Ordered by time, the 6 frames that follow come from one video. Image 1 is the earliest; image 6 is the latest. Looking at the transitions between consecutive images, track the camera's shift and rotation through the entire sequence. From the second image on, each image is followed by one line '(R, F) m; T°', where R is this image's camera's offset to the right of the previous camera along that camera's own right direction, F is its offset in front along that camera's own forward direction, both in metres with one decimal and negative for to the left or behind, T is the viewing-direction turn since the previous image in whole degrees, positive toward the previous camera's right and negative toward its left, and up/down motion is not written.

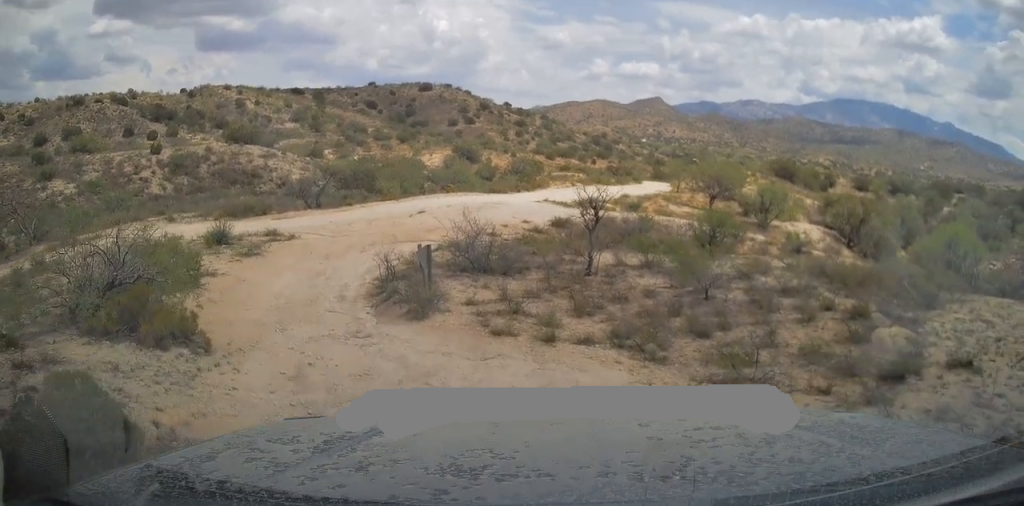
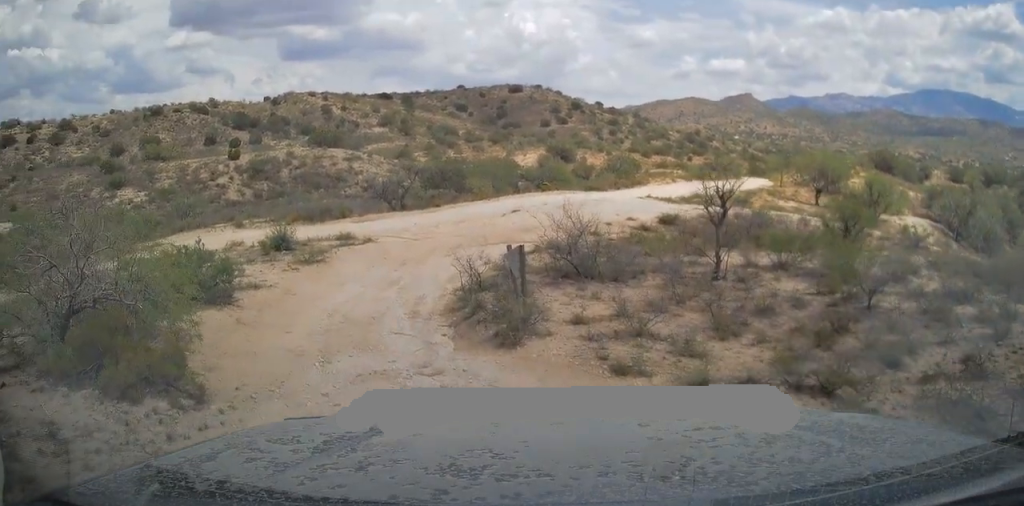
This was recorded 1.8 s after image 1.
(-0.2, +3.1) m; -4°
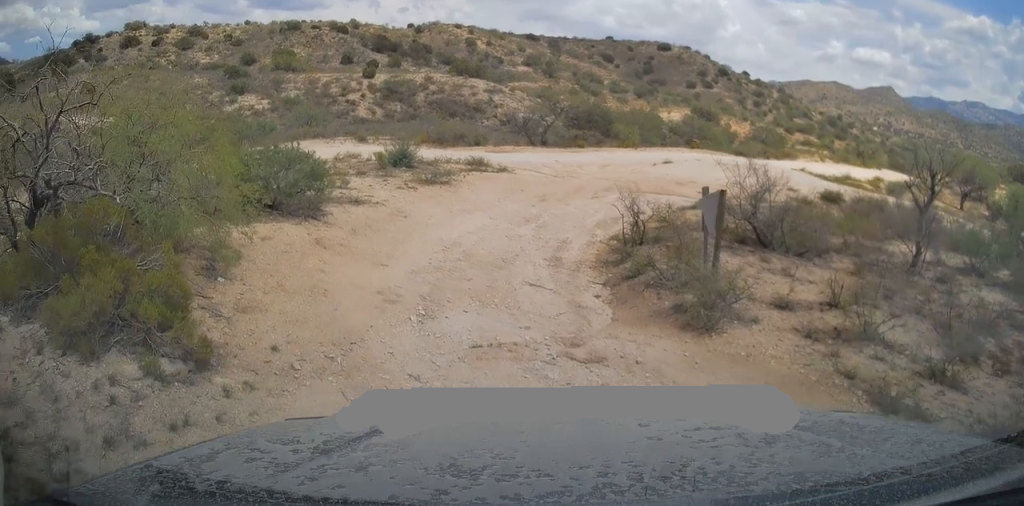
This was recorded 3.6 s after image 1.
(+0.3, +2.1) m; -8°
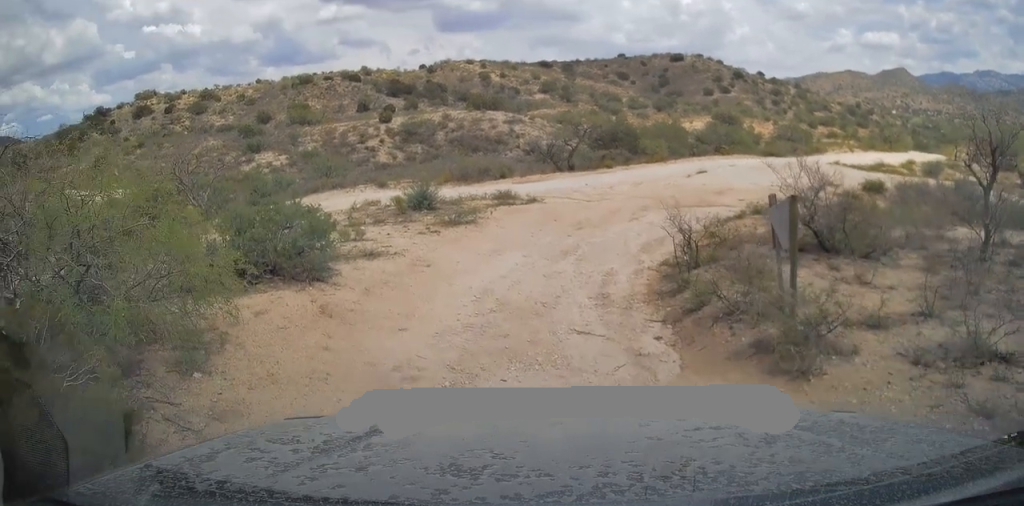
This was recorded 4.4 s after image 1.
(-0.1, +1.3) m; -2°
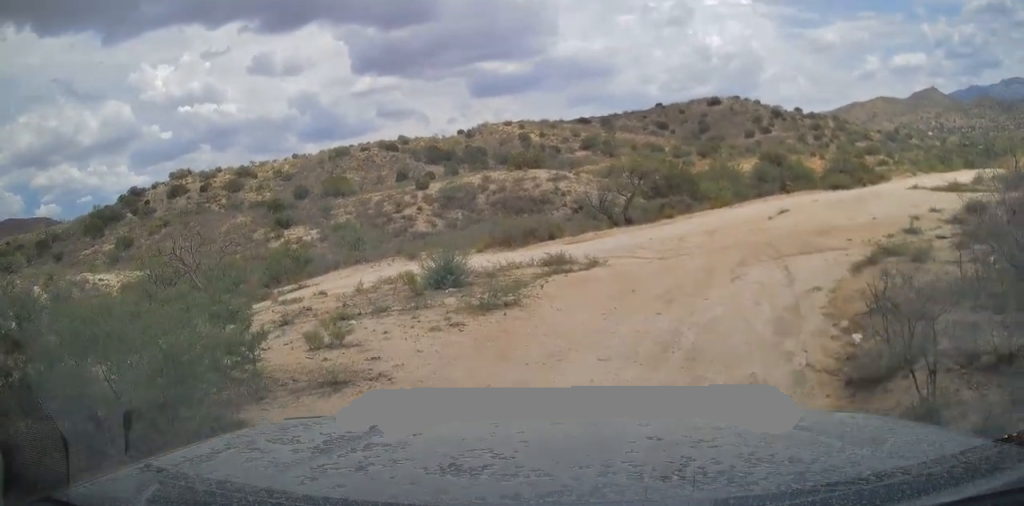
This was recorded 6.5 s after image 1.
(+0.4, +4.9) m; +14°
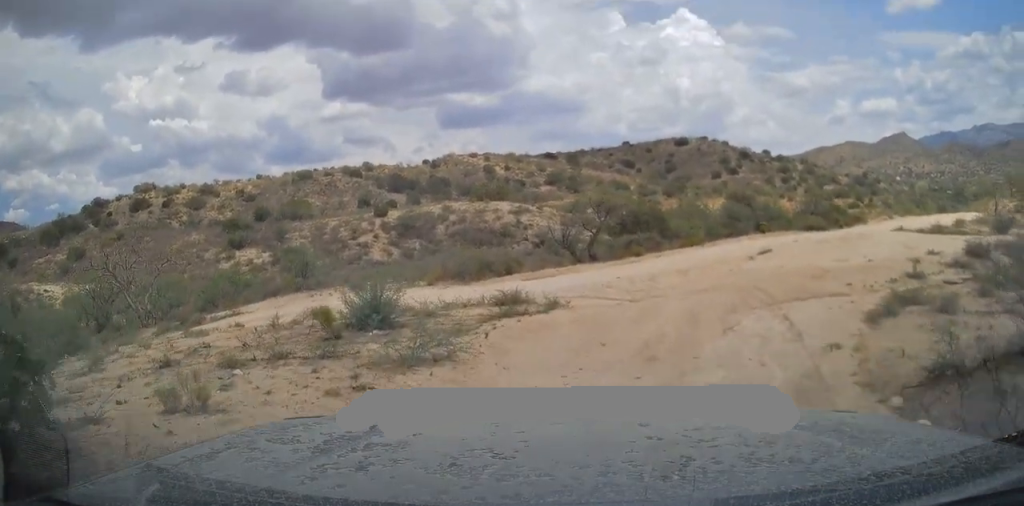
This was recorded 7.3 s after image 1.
(+0.1, +2.5) m; +10°
